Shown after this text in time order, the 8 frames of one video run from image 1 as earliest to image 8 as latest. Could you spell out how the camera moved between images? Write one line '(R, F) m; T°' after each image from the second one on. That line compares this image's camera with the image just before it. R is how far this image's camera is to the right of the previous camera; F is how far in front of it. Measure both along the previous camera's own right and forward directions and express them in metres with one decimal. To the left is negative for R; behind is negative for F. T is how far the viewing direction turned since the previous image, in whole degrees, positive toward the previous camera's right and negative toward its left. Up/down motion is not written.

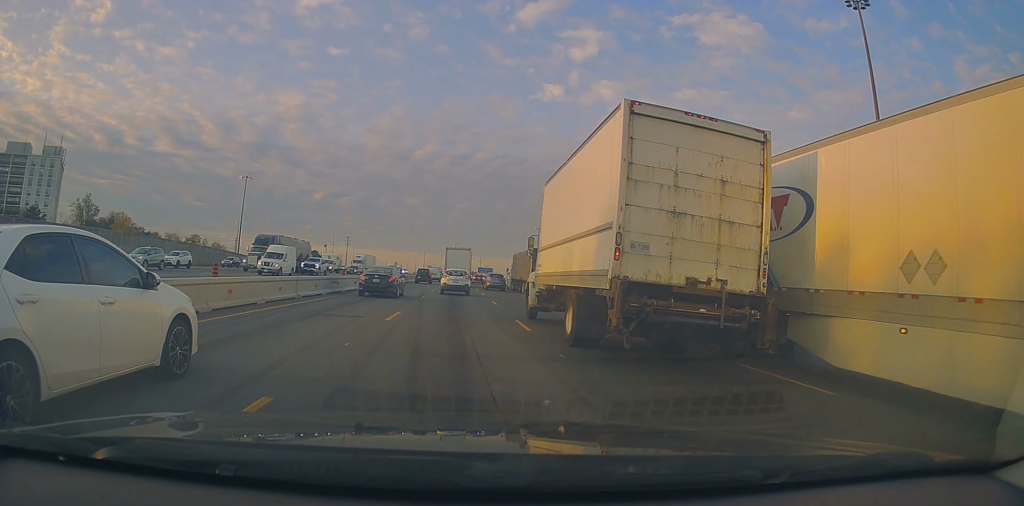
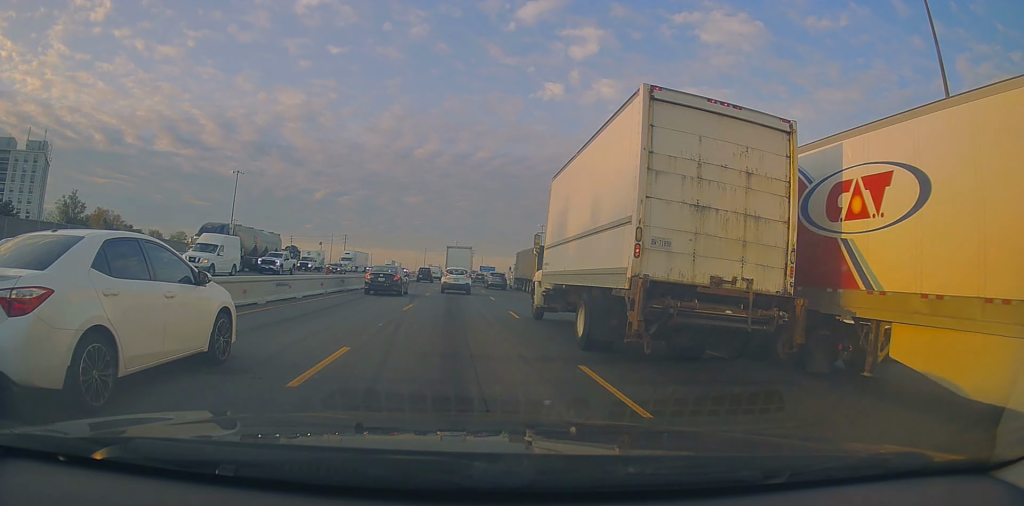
(-0.1, +8.4) m; -1°
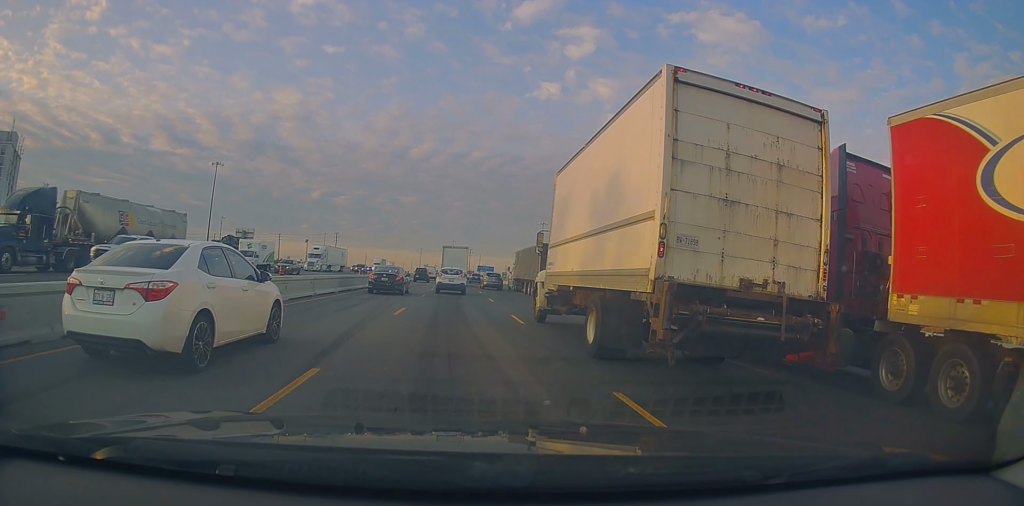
(-0.1, +13.8) m; 0°
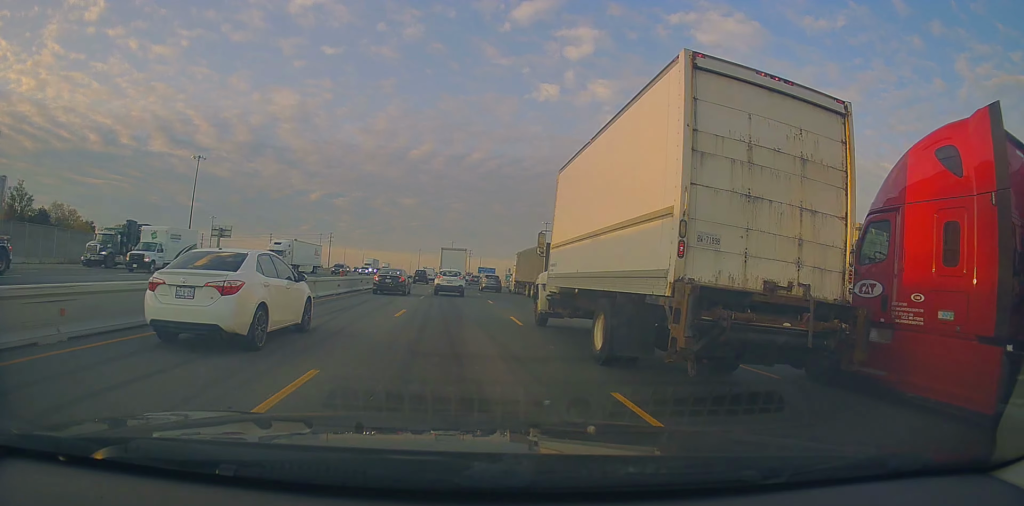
(0.0, +11.9) m; 0°
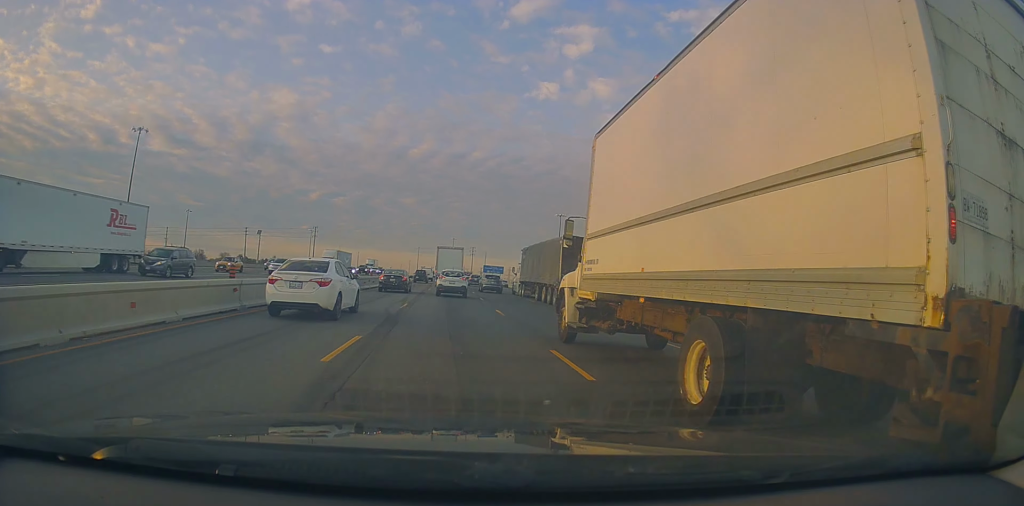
(-1.2, +31.7) m; -2°
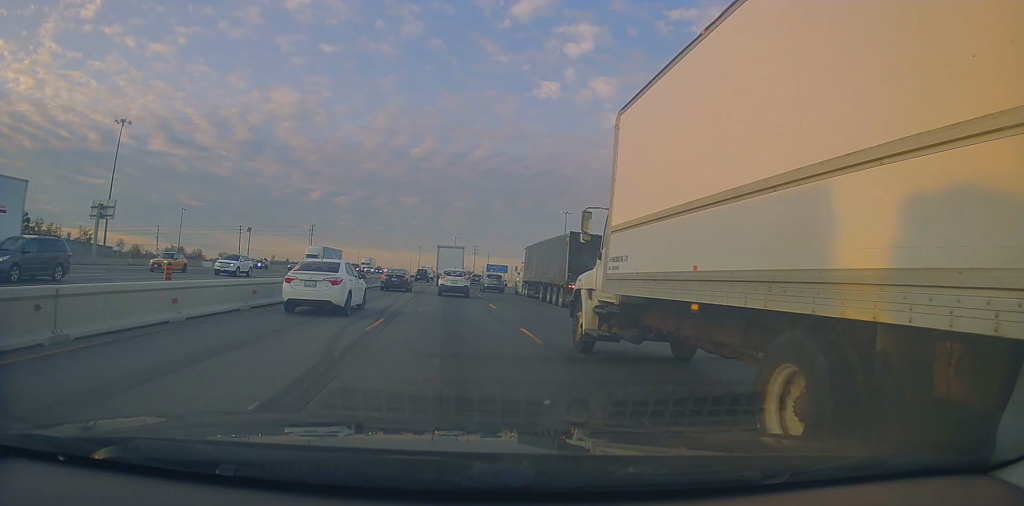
(+0.4, +7.8) m; +1°
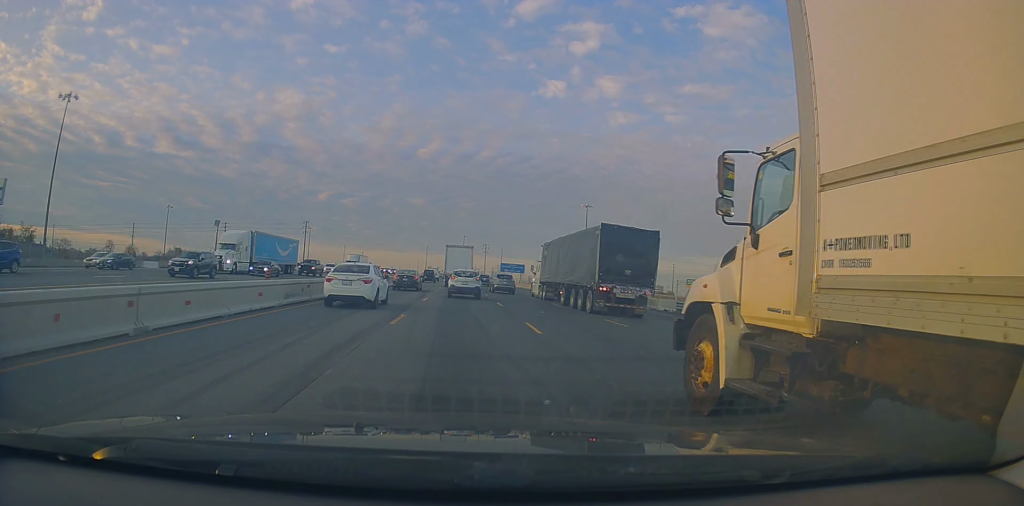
(+0.1, +21.8) m; 0°
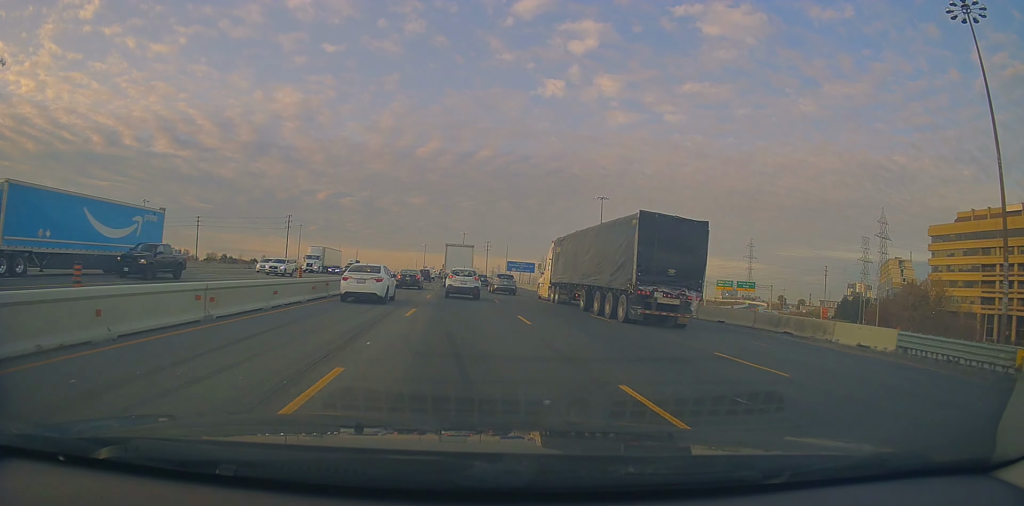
(+0.2, +21.0) m; +1°
